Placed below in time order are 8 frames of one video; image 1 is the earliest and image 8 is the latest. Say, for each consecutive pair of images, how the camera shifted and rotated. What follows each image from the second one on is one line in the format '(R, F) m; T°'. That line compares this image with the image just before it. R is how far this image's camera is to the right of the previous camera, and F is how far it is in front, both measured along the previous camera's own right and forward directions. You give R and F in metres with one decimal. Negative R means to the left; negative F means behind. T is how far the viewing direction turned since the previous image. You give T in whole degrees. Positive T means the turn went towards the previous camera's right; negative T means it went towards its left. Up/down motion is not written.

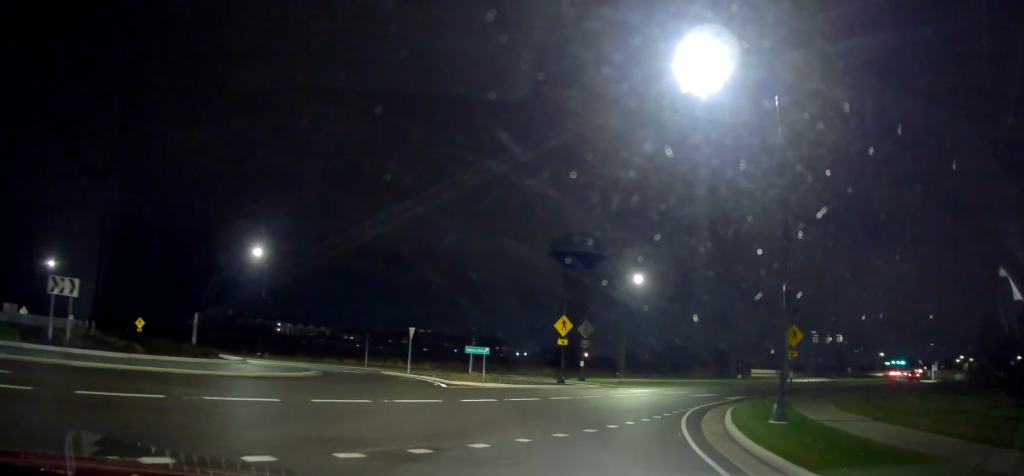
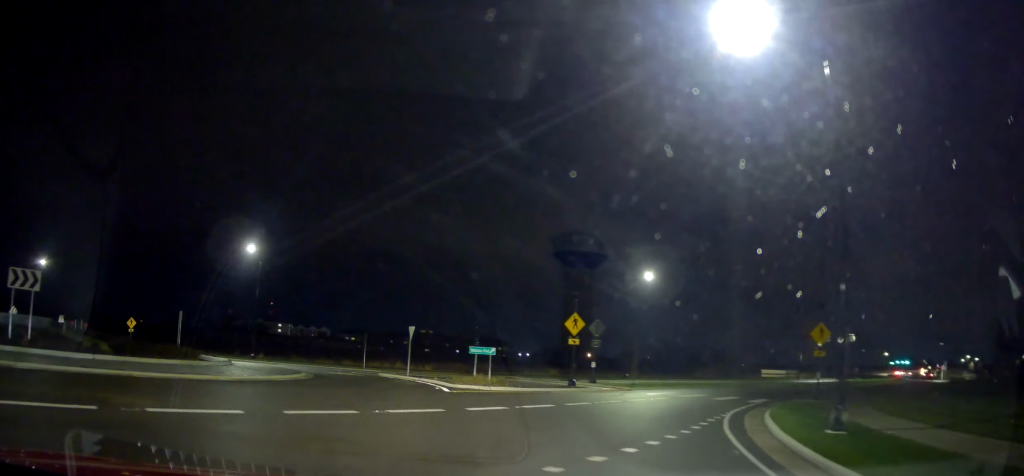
(-0.3, +2.5) m; -2°
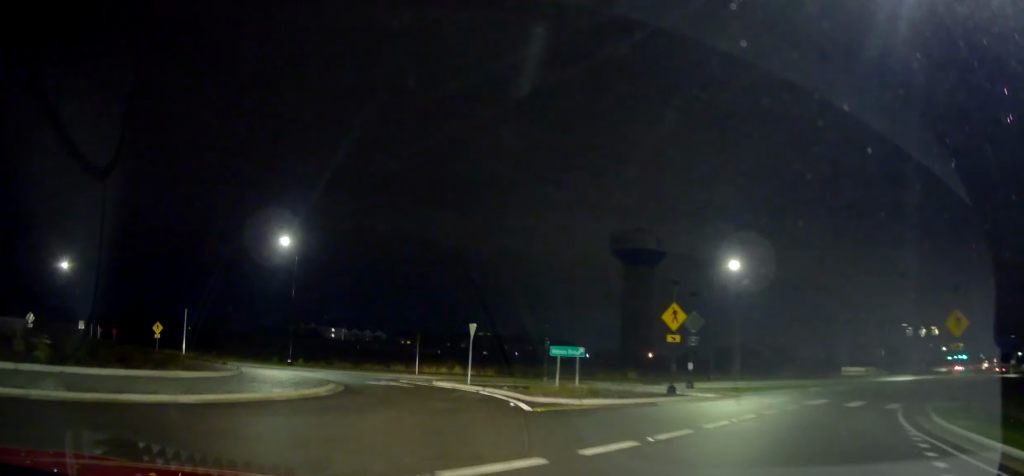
(+0.2, +5.8) m; -1°
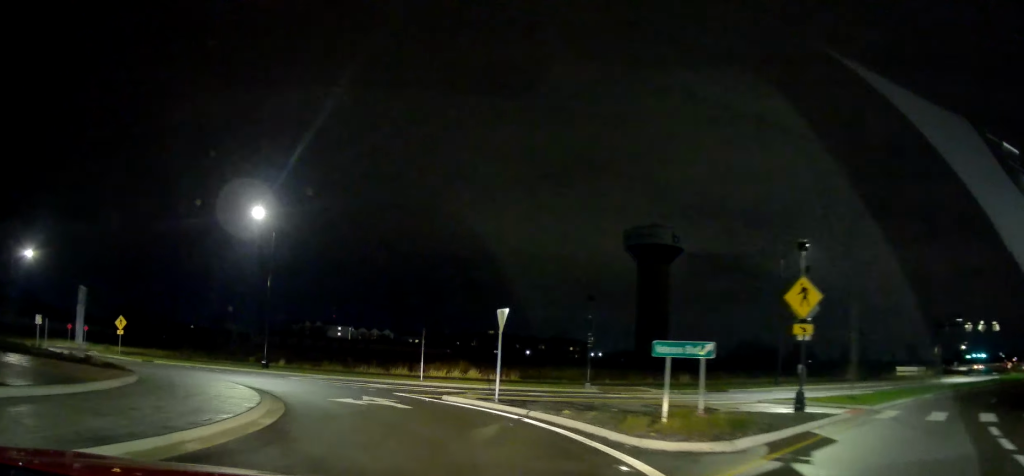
(-0.9, +8.2) m; -3°
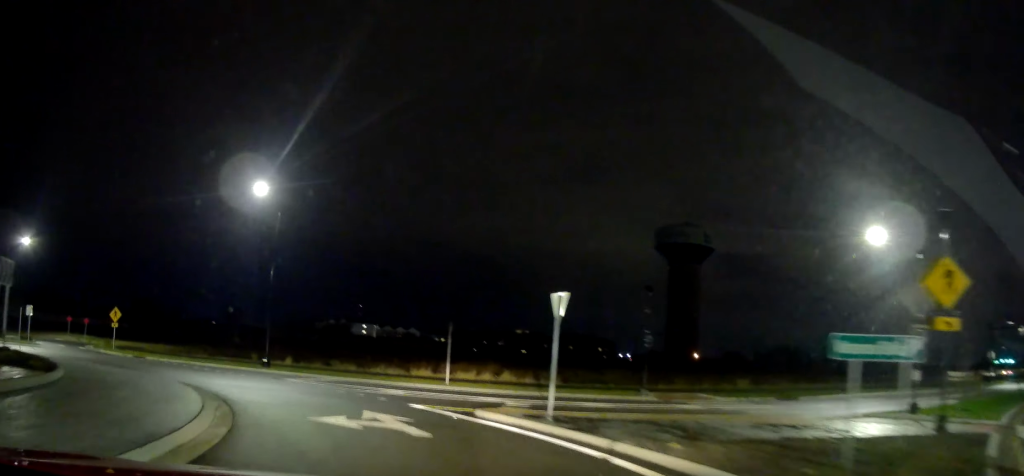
(+0.2, +4.8) m; +1°
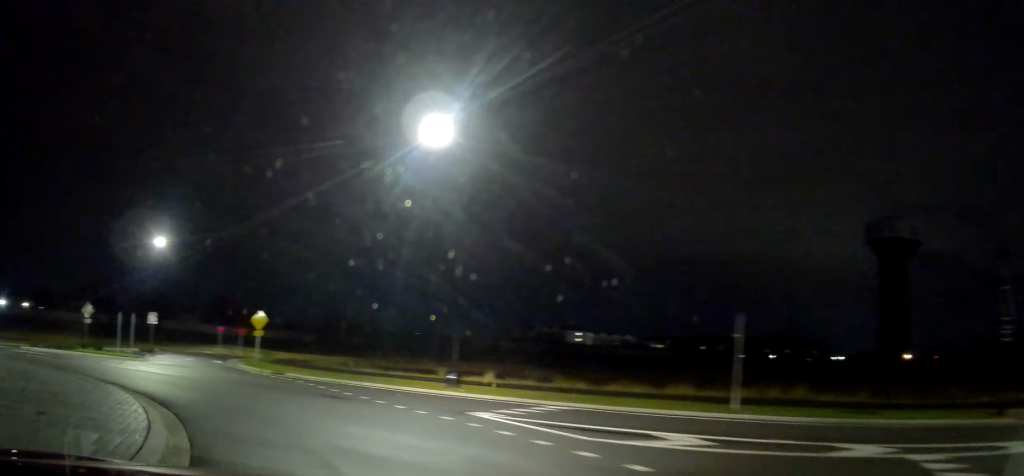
(-0.5, +10.7) m; -10°
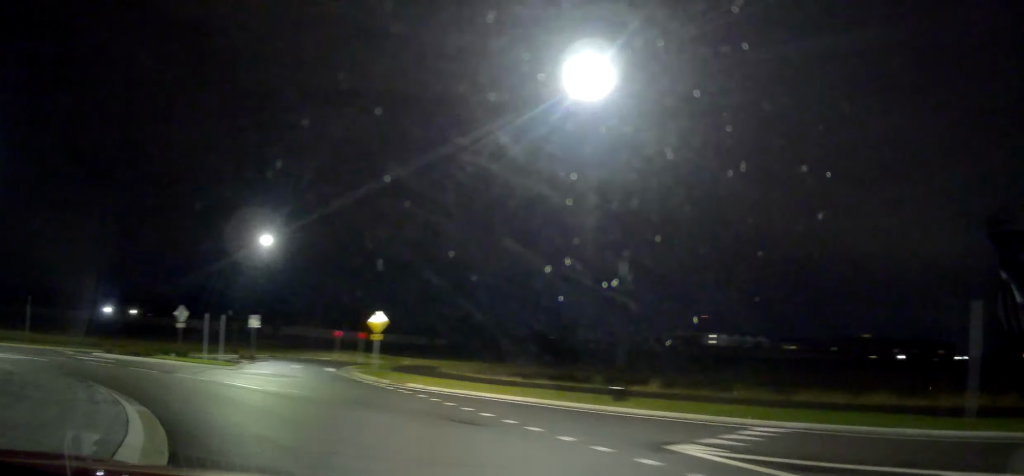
(-0.2, +4.9) m; -8°
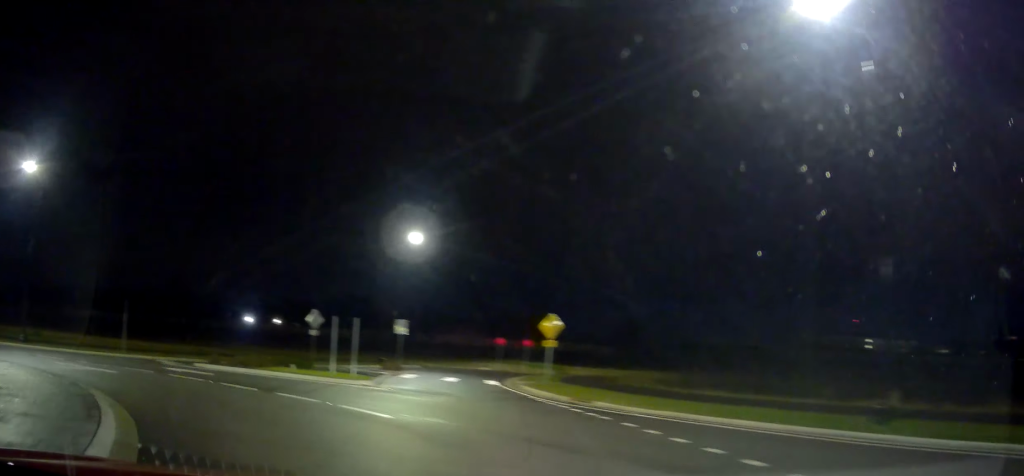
(-0.4, +5.3) m; -13°
